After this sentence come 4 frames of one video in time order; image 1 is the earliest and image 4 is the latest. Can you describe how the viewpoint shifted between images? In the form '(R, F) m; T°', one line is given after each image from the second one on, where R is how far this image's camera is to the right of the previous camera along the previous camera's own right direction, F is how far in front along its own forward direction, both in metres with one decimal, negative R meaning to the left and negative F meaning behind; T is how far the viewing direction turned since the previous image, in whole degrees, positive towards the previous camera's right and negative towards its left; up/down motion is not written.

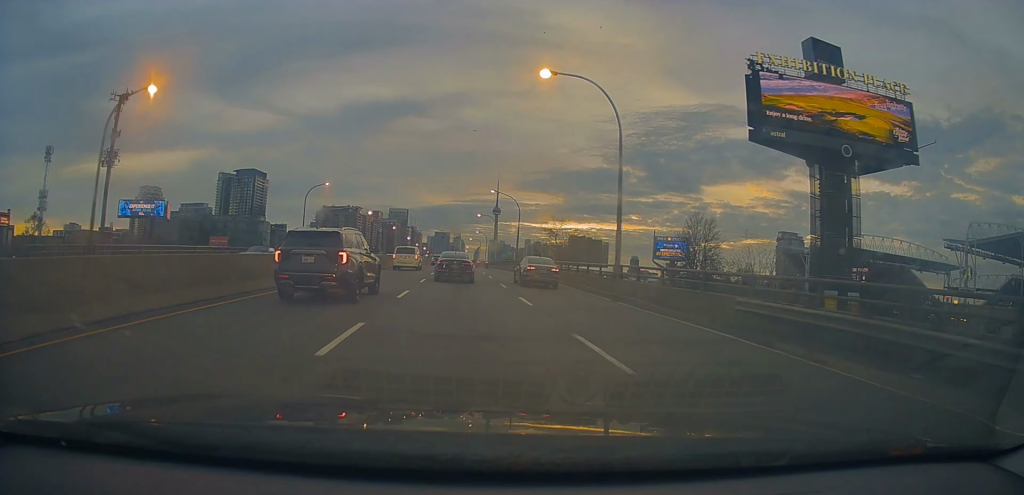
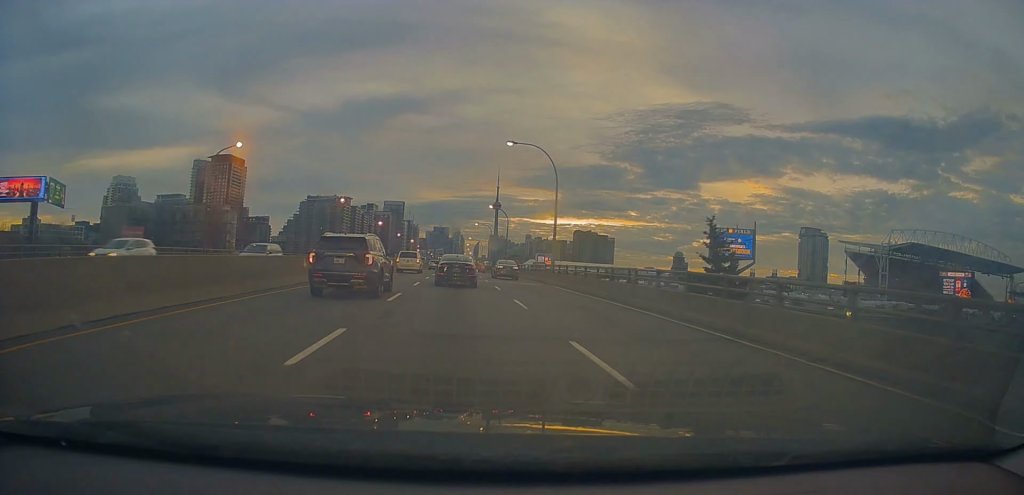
(0.0, +63.8) m; +1°
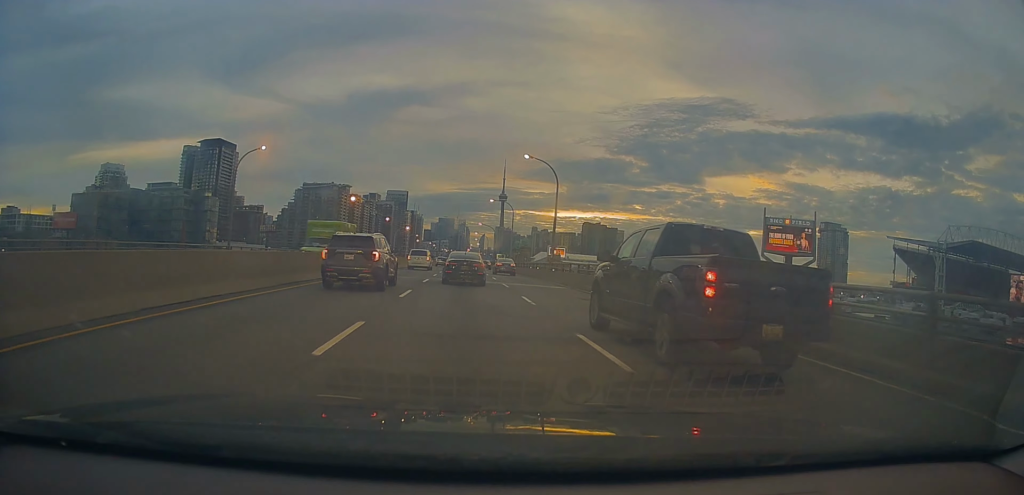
(-0.7, +35.9) m; -1°
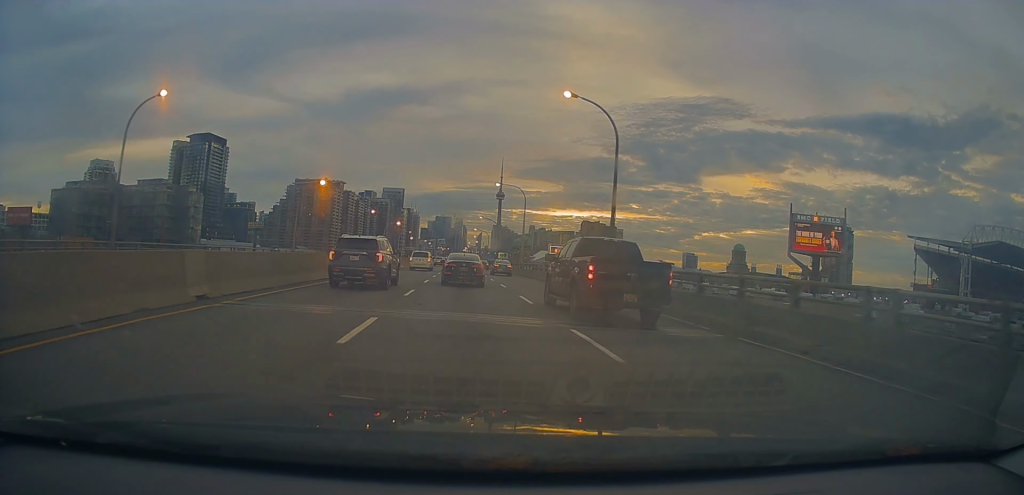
(+0.5, +17.2) m; +1°
